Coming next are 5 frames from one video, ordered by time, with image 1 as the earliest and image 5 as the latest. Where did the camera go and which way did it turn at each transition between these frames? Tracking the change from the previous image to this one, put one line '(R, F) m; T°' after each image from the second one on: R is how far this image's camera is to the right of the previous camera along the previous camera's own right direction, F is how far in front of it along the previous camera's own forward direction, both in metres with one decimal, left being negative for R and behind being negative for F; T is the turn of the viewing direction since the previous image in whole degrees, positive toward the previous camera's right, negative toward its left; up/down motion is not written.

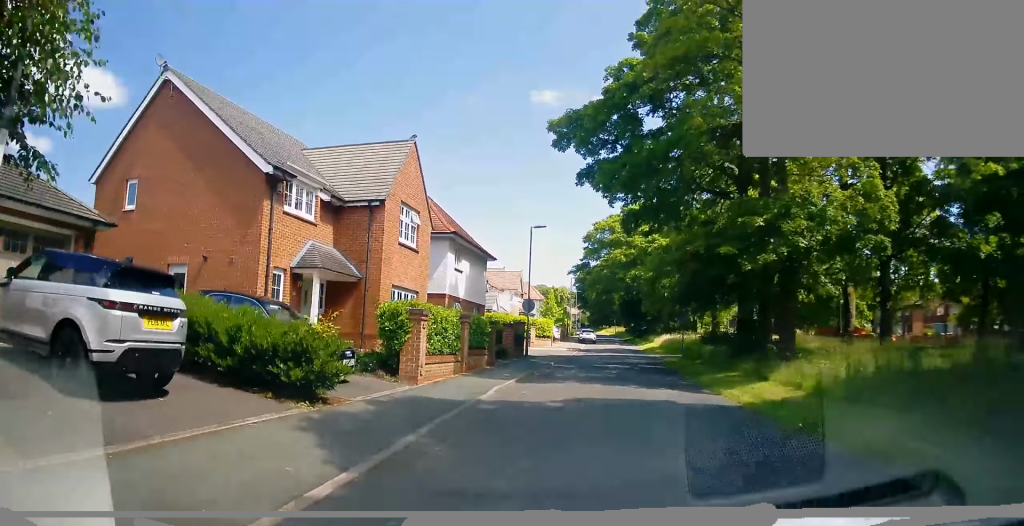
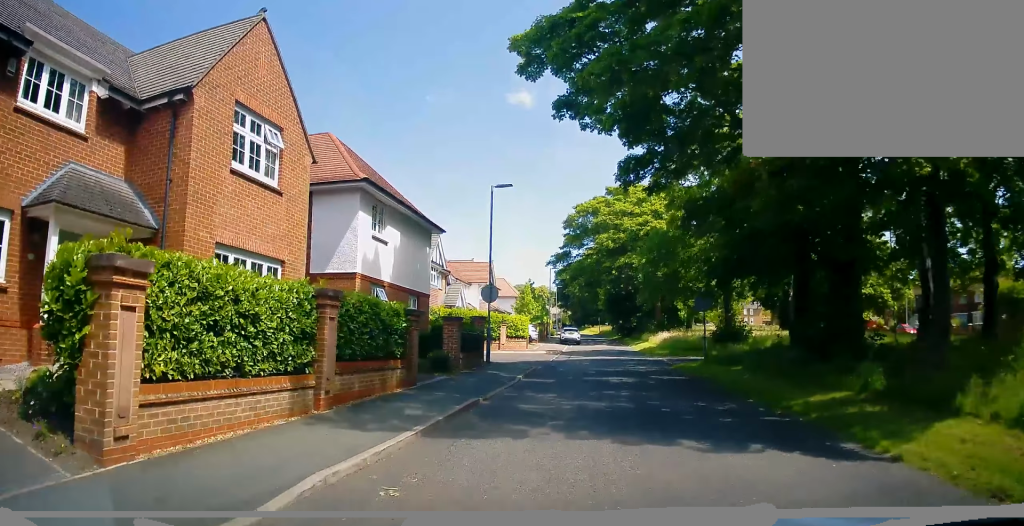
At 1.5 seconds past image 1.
(-0.2, +9.0) m; -1°
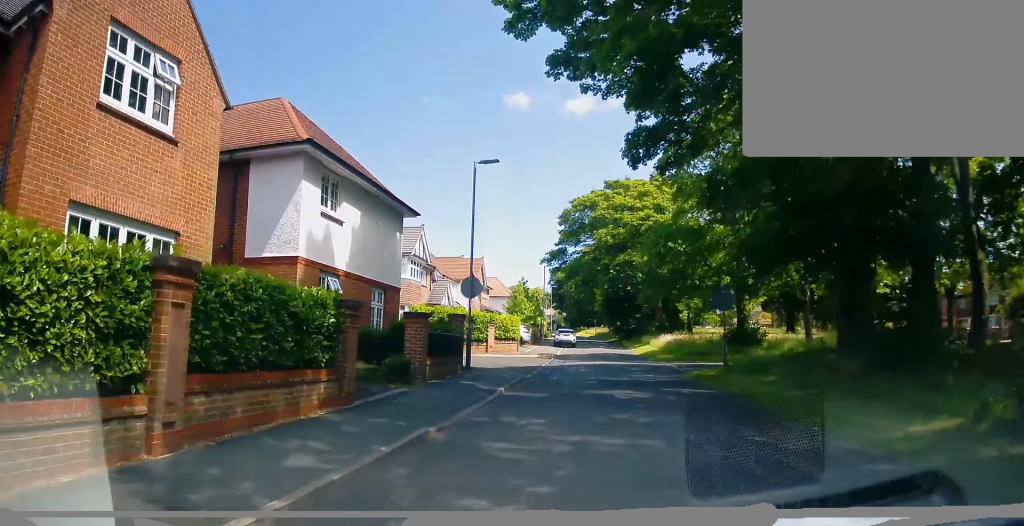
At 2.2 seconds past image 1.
(0.0, +3.9) m; +1°
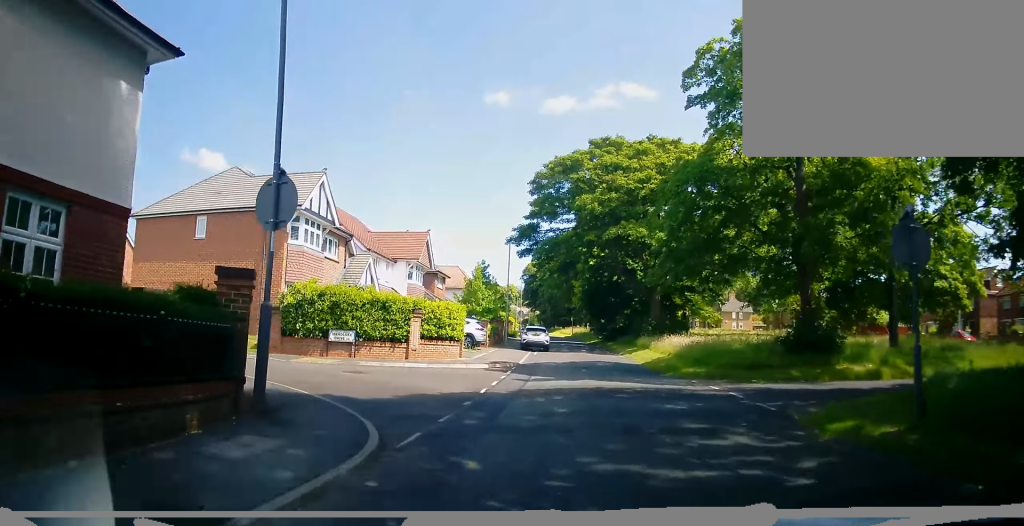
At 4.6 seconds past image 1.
(+0.7, +13.4) m; +3°
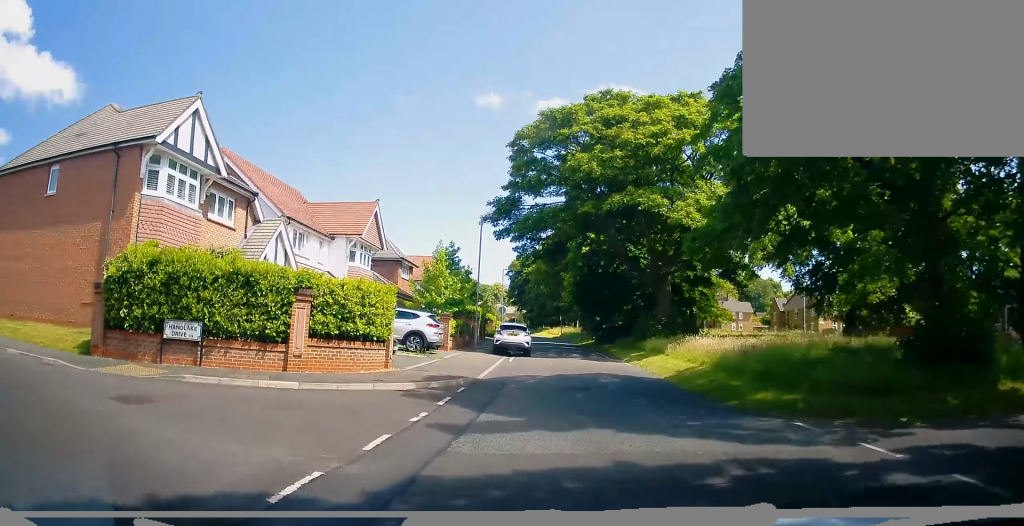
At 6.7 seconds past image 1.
(+0.3, +8.9) m; +1°
